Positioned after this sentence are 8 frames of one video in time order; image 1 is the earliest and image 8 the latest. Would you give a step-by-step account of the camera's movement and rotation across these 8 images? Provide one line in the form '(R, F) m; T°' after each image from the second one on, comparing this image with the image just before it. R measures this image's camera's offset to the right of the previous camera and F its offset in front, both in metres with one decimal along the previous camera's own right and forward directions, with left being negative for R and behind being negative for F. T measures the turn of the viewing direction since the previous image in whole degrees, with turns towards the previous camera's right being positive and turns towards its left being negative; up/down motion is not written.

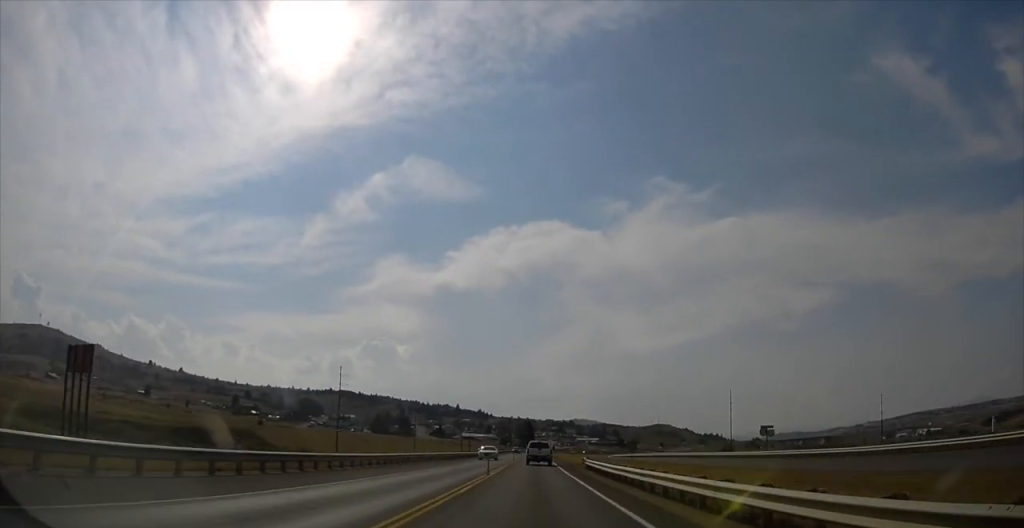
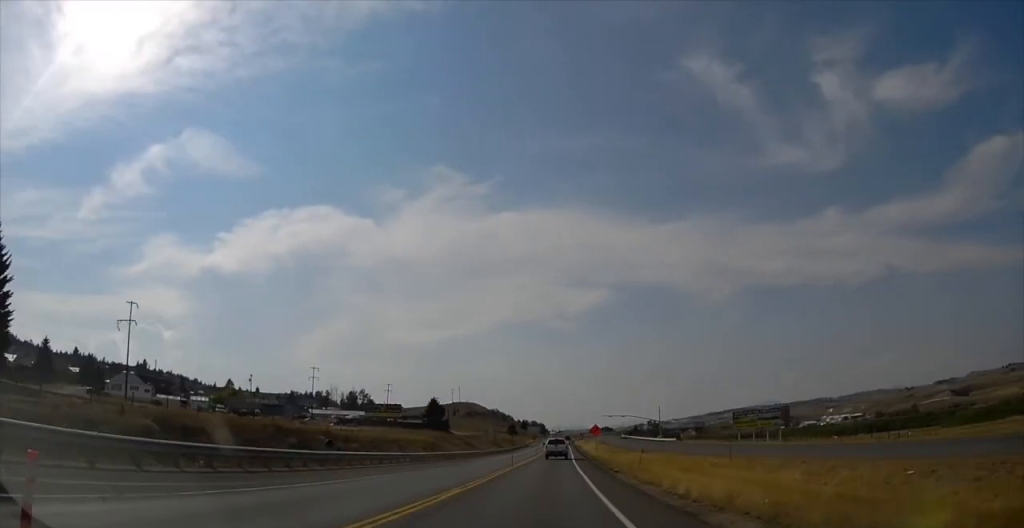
(+52.6, +385.4) m; +18°
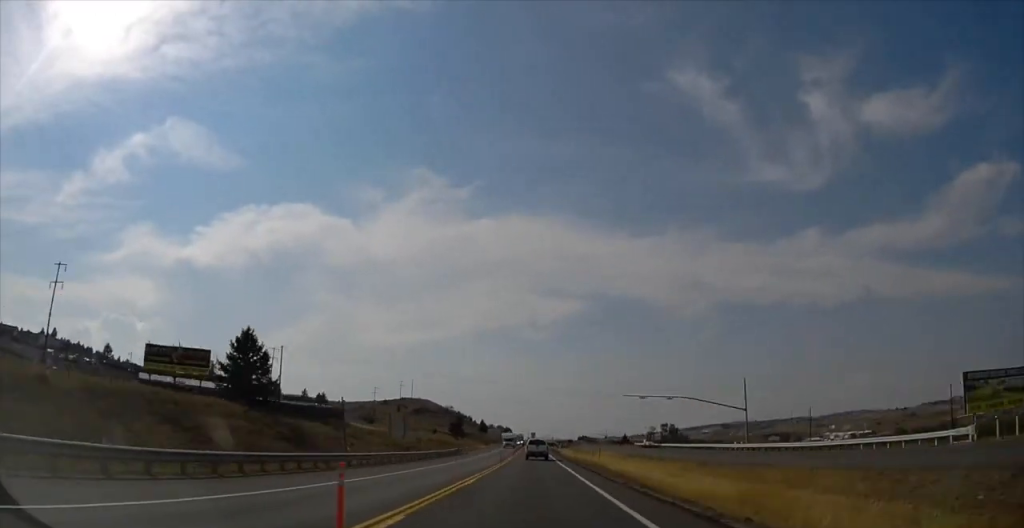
(+4.9, +101.3) m; +4°
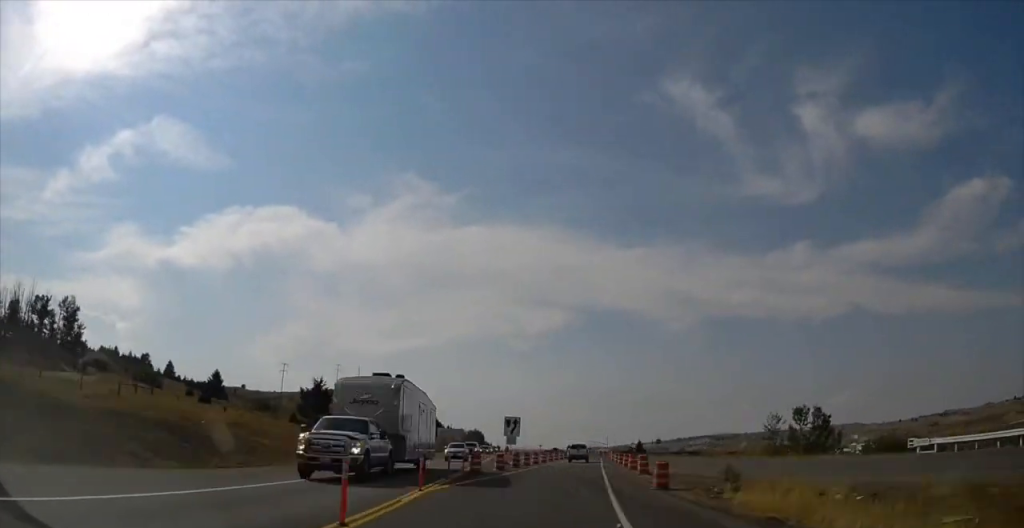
(+5.1, +120.8) m; +3°
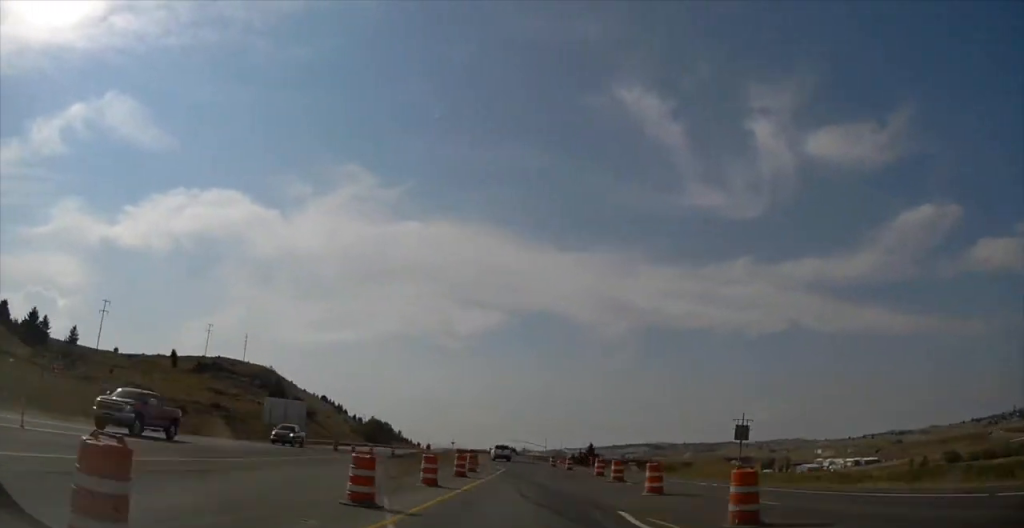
(+0.5, +87.4) m; +2°
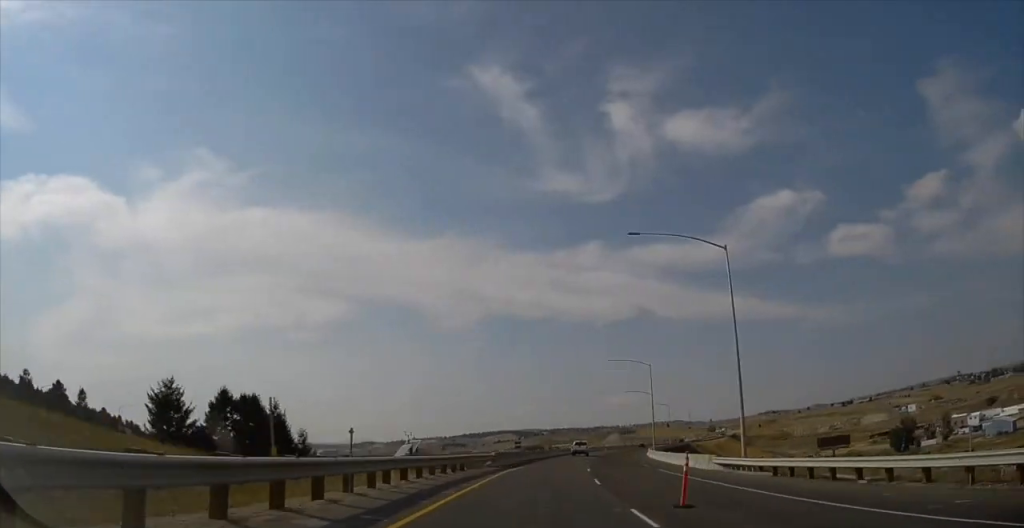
(+62.2, +361.0) m; +23°
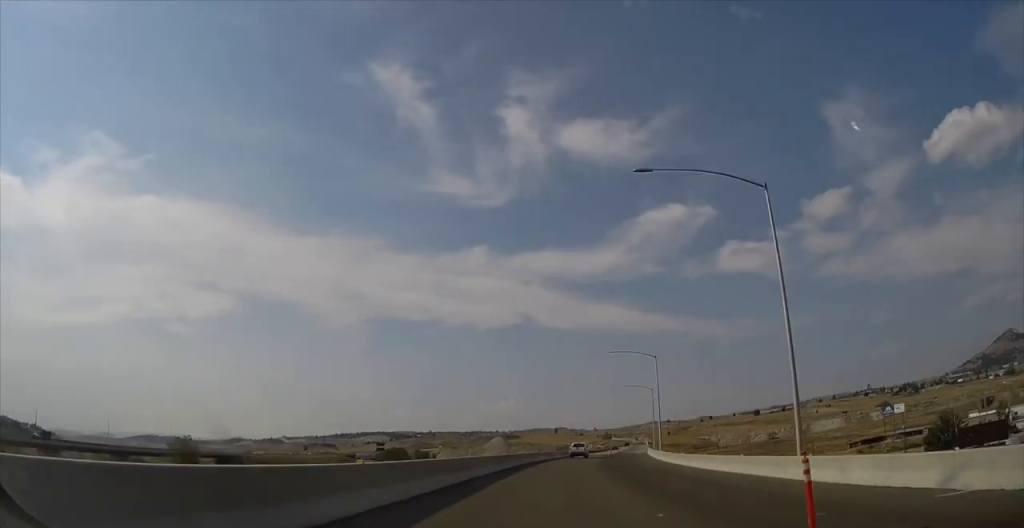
(+6.7, +108.0) m; +6°
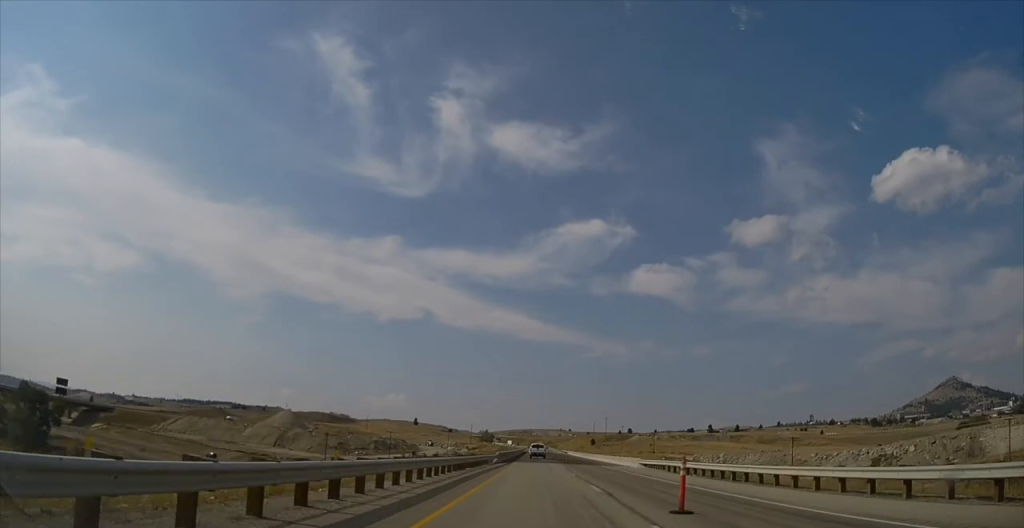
(+26.0, +274.3) m; +5°
